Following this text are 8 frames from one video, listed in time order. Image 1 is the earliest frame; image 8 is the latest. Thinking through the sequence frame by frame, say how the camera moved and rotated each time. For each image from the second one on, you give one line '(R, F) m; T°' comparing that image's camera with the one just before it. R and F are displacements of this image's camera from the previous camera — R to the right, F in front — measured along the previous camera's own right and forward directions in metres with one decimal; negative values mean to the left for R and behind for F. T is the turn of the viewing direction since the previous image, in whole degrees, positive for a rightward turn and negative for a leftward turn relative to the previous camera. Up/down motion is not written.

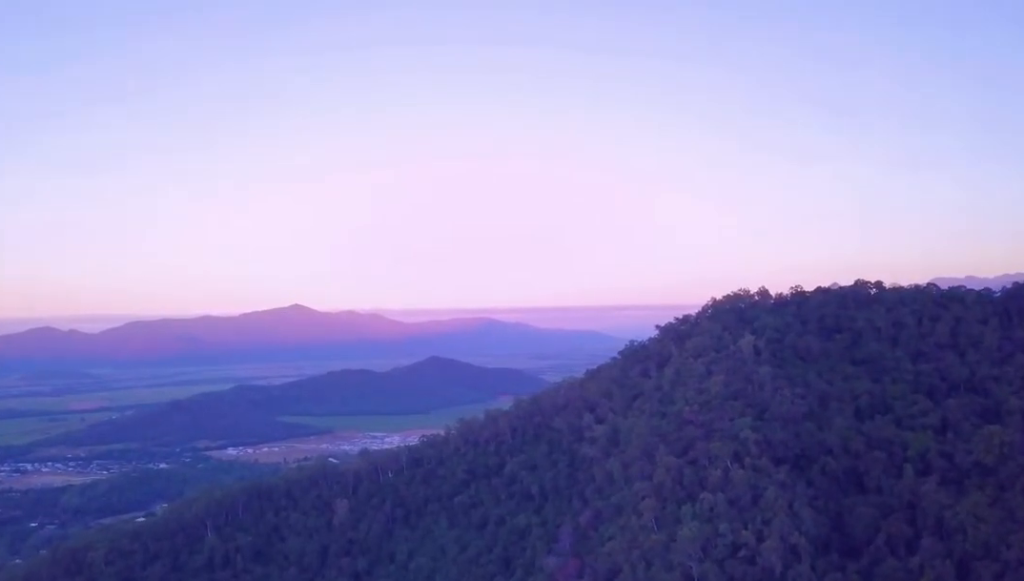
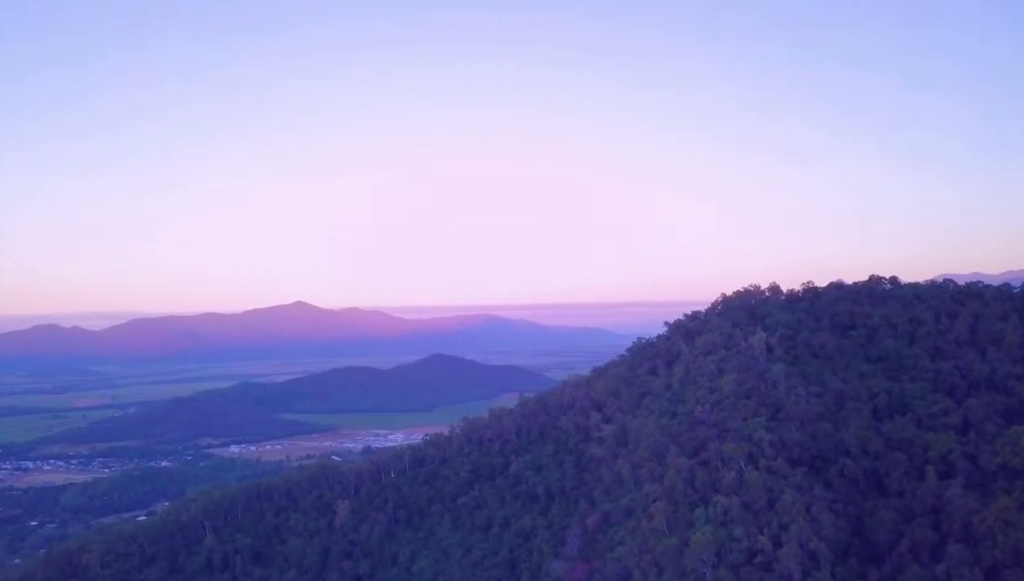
(0.0, +16.4) m; 0°
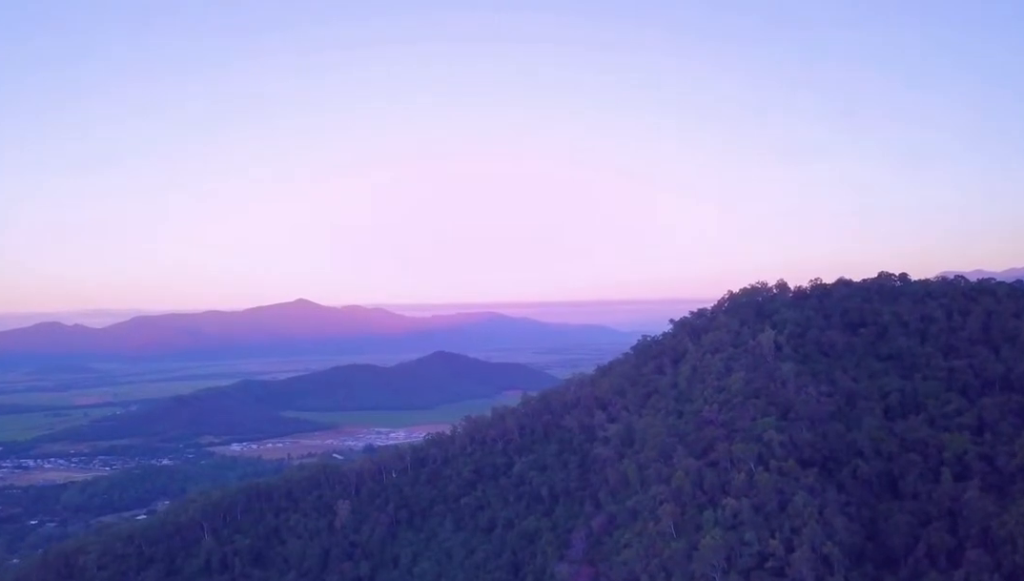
(0.0, +11.2) m; 0°
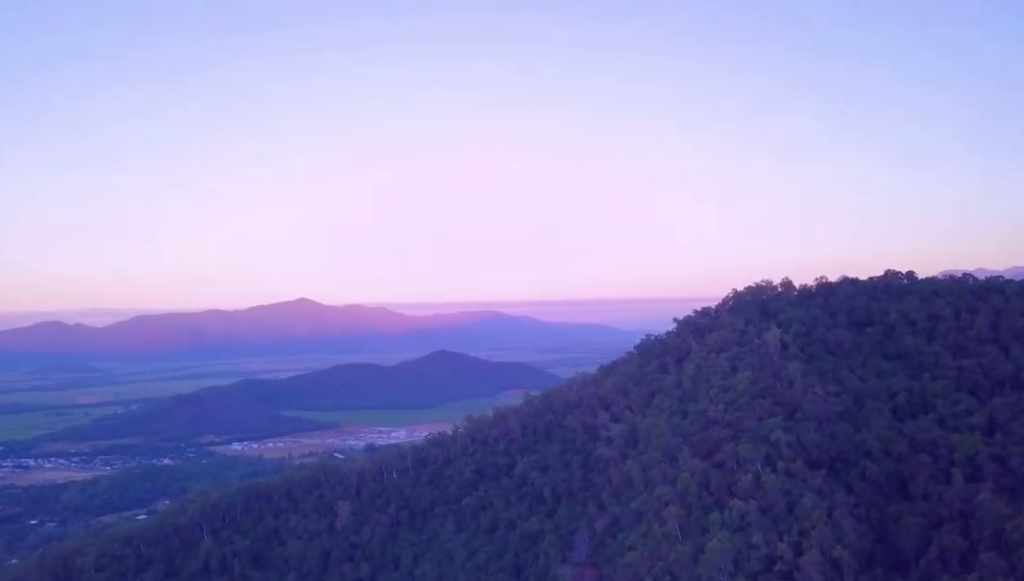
(0.0, +7.6) m; 0°
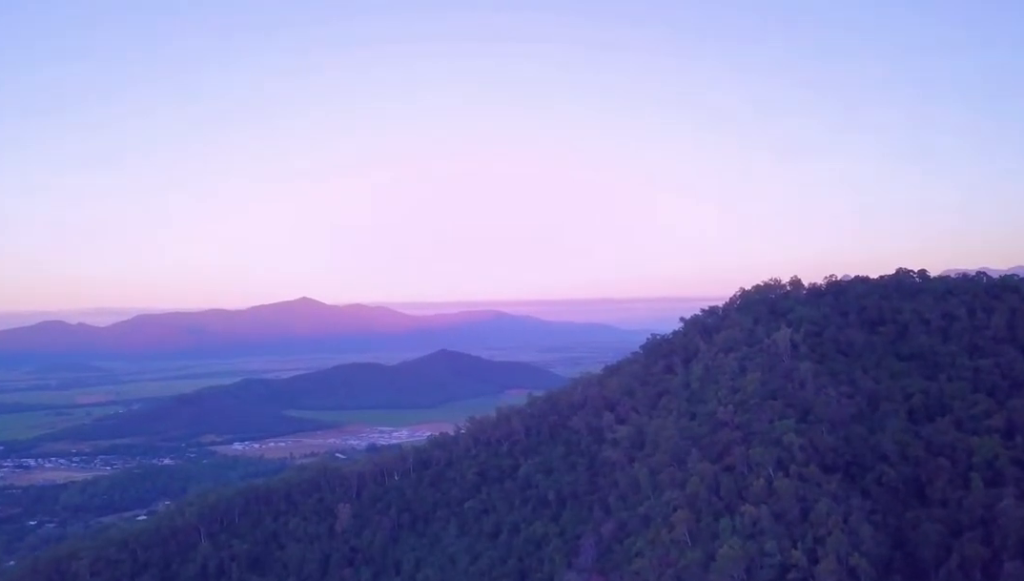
(0.0, +13.1) m; 0°
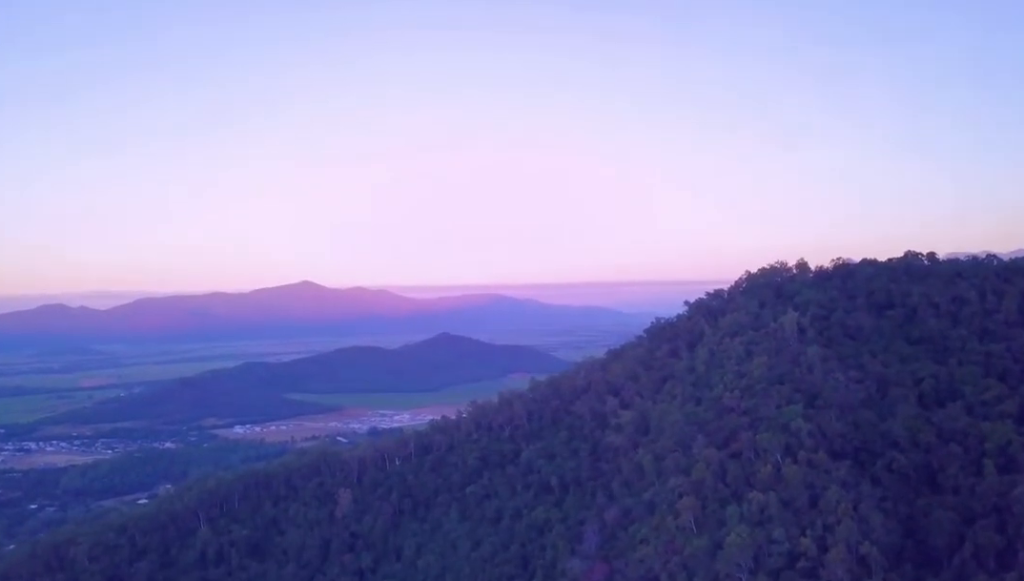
(0.0, +8.9) m; 0°
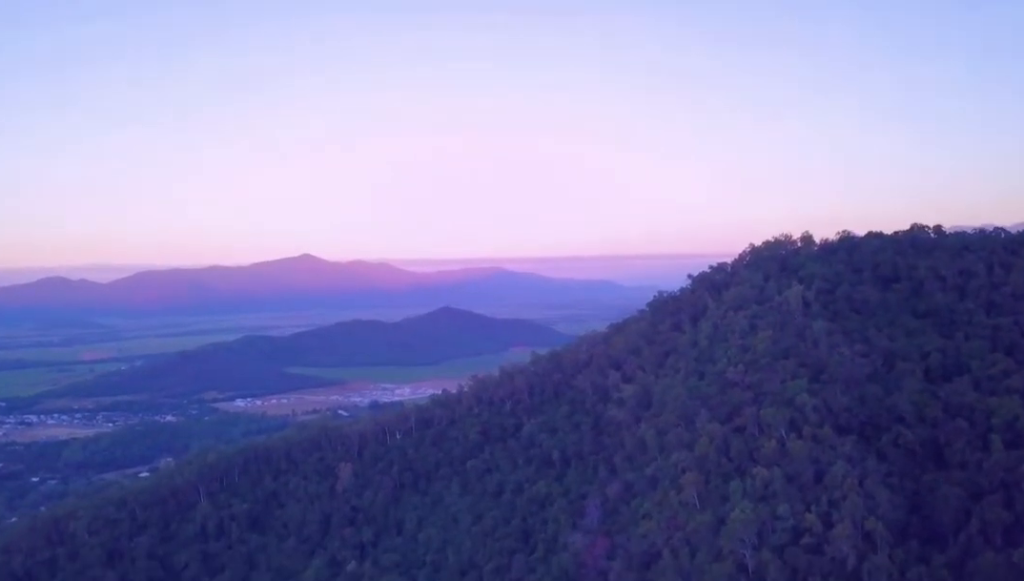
(0.0, +5.5) m; 0°
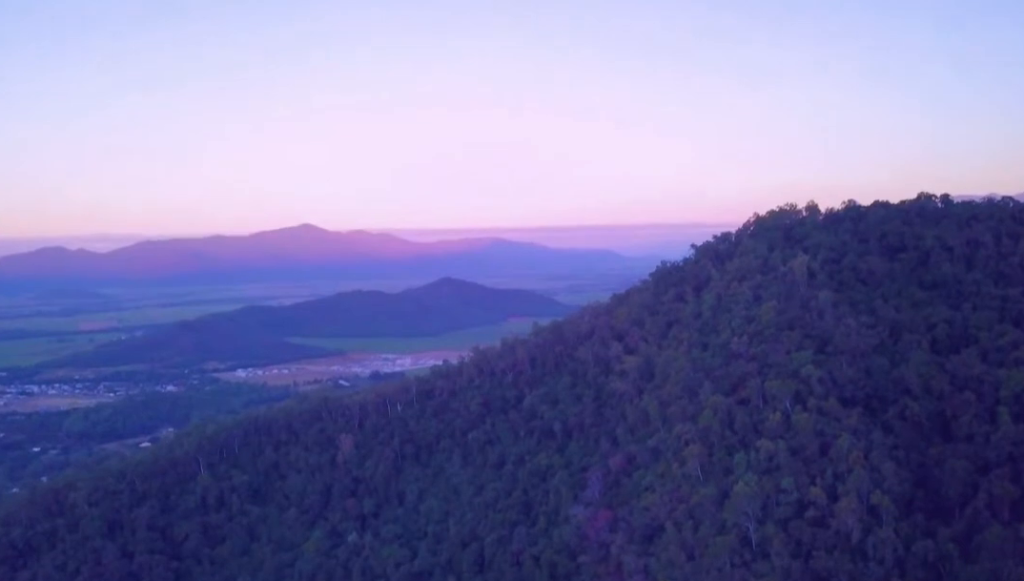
(0.0, +5.5) m; 0°
